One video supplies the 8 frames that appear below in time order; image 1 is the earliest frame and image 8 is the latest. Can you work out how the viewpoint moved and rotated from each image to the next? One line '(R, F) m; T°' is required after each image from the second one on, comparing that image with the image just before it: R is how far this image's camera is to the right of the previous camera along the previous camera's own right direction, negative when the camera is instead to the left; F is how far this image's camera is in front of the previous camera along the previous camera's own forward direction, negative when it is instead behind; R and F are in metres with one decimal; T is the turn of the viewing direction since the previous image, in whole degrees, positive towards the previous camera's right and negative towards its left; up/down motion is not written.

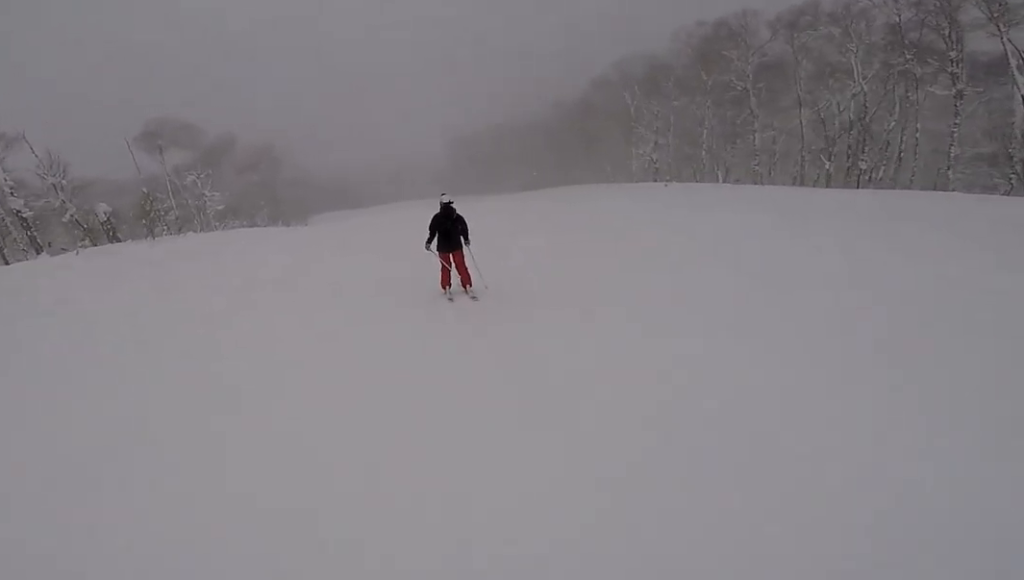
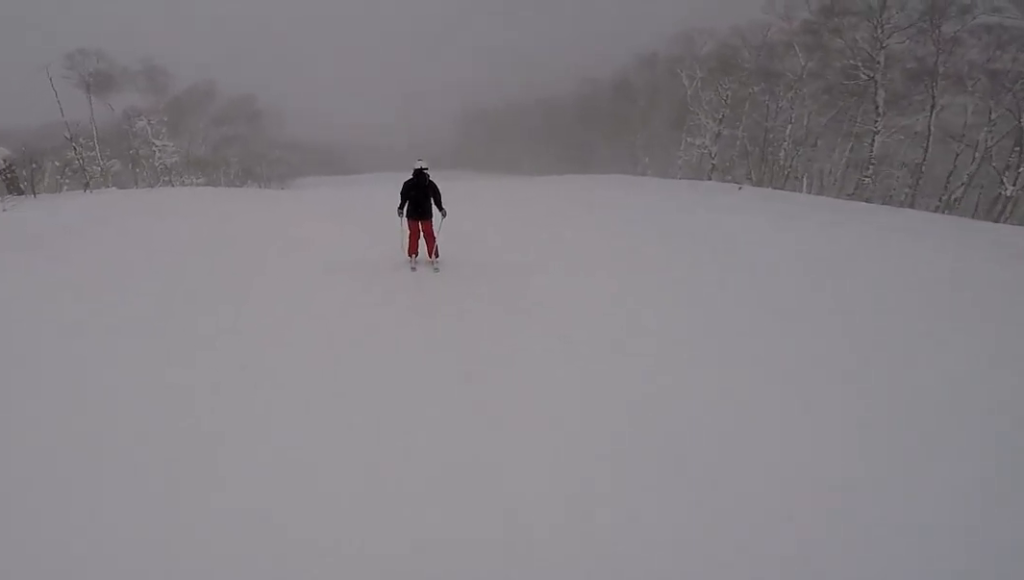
(+0.2, +9.6) m; +1°
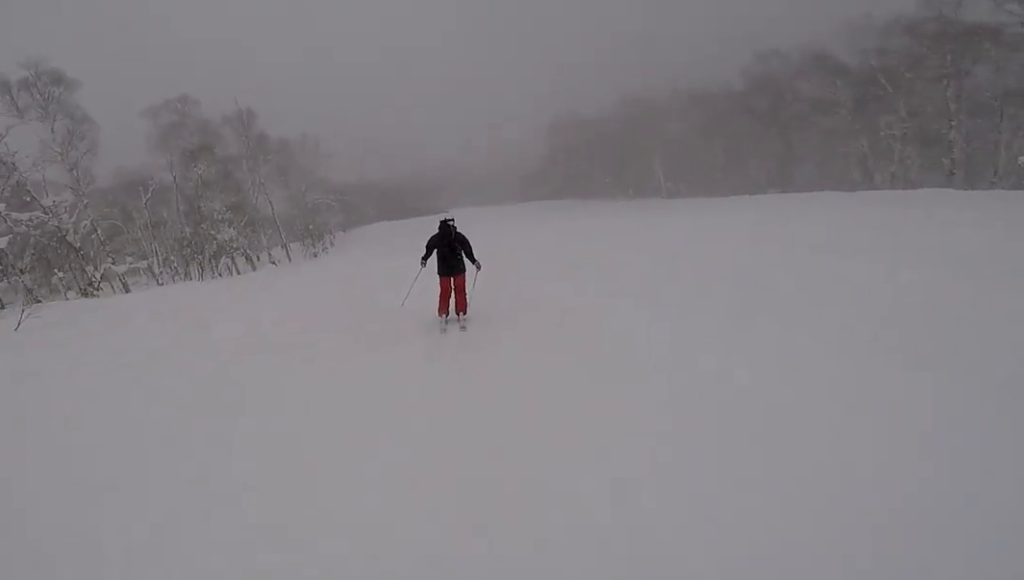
(-2.9, +27.7) m; -14°
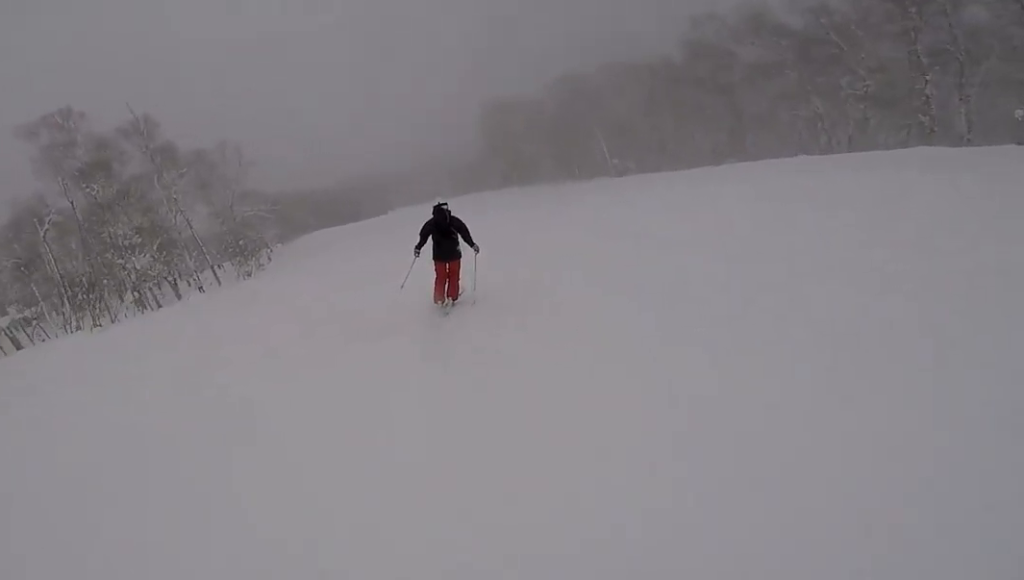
(-0.5, +4.7) m; +6°
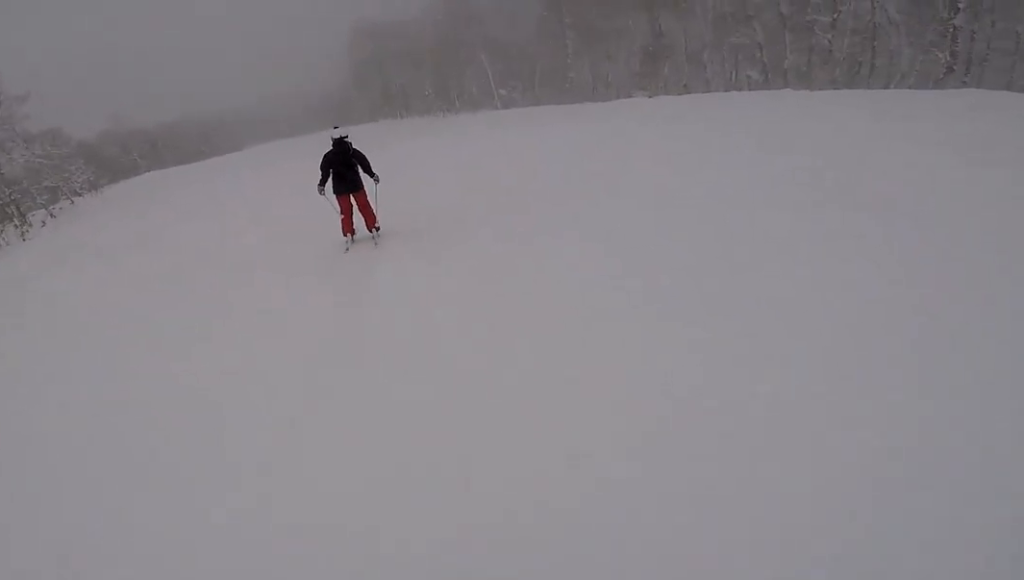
(+2.0, +12.0) m; +18°
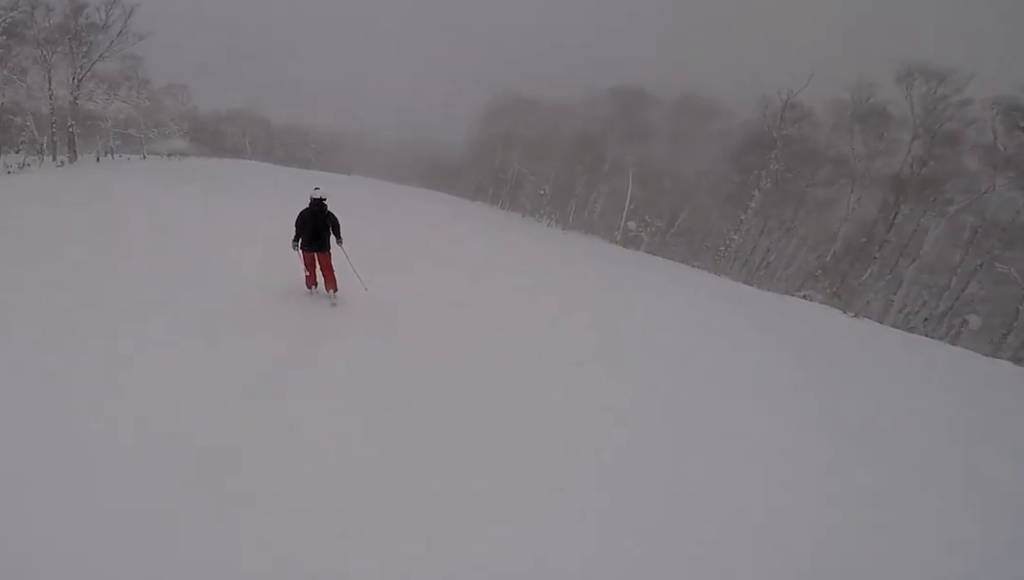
(+0.9, +9.7) m; -5°
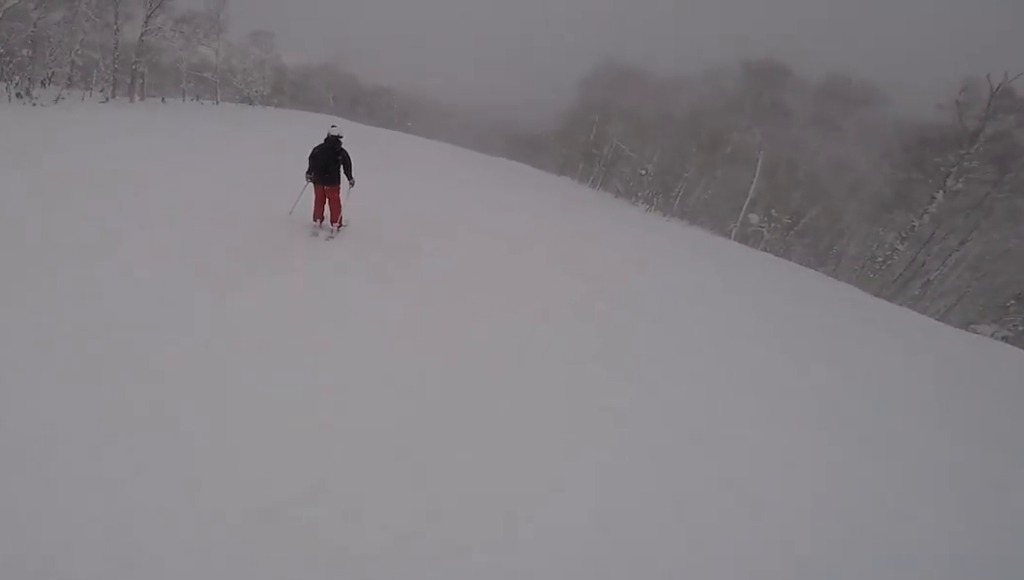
(+0.4, +5.6) m; -10°
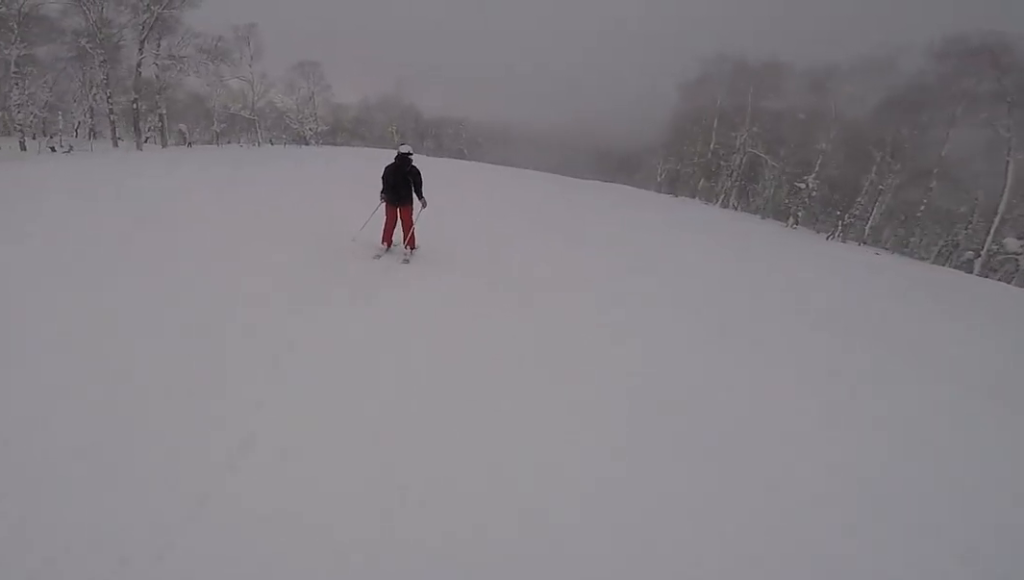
(-2.9, +10.5) m; -15°
